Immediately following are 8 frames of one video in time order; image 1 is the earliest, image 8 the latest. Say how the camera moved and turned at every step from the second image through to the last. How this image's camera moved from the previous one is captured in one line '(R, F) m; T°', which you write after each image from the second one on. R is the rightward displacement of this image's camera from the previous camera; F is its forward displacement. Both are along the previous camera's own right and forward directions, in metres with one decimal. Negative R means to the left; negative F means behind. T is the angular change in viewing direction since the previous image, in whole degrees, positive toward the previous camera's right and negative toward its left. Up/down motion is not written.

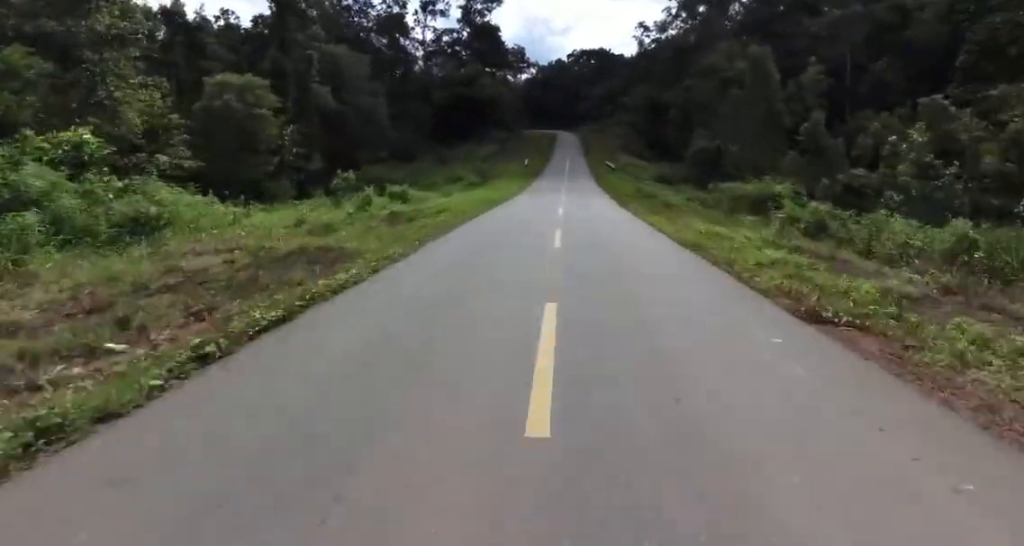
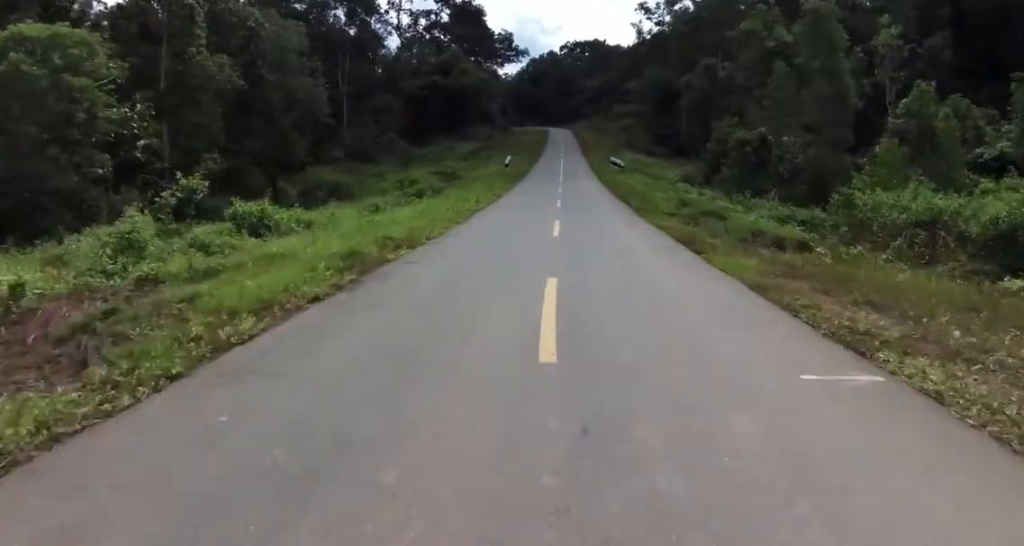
(0.0, +15.9) m; +2°
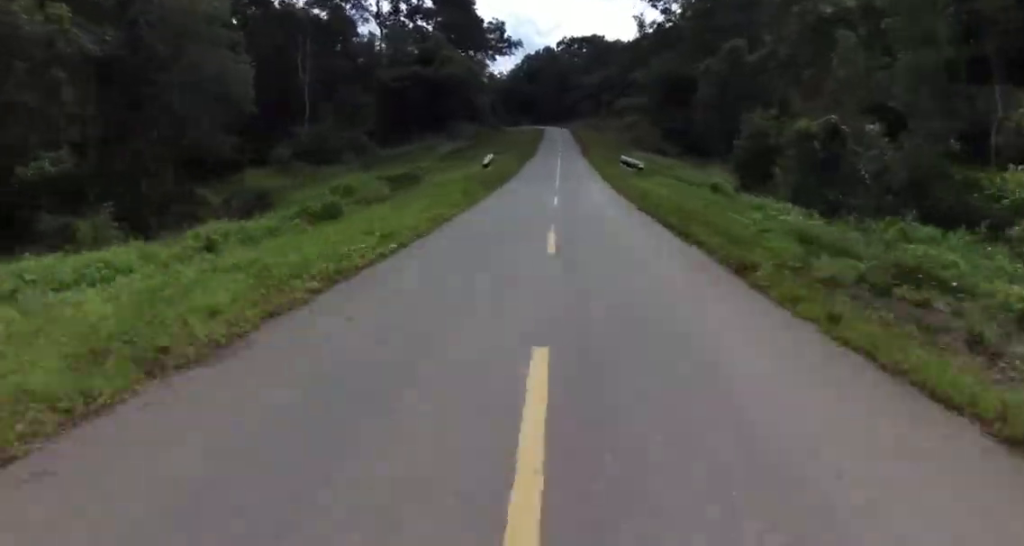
(+0.8, +11.8) m; 0°
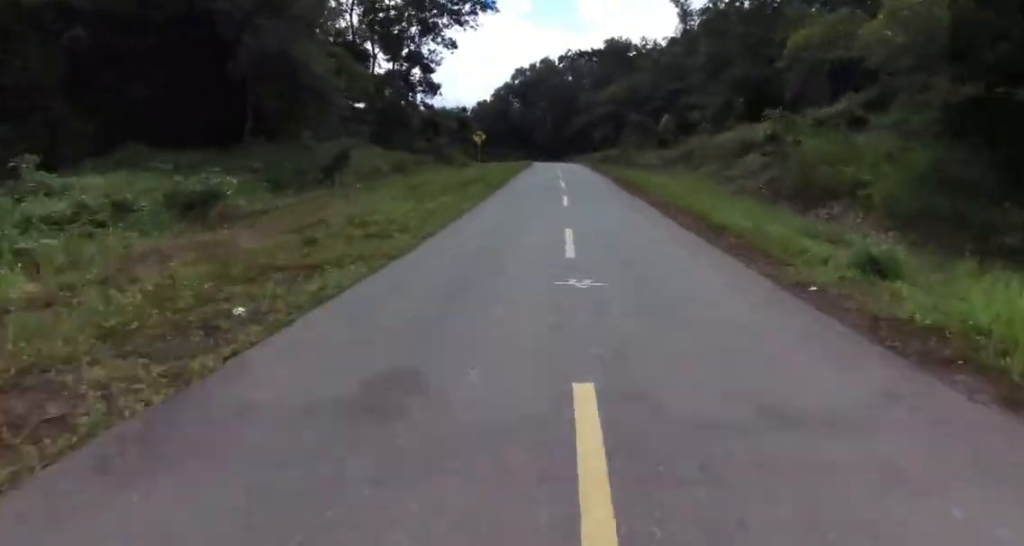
(+0.3, +62.8) m; 0°
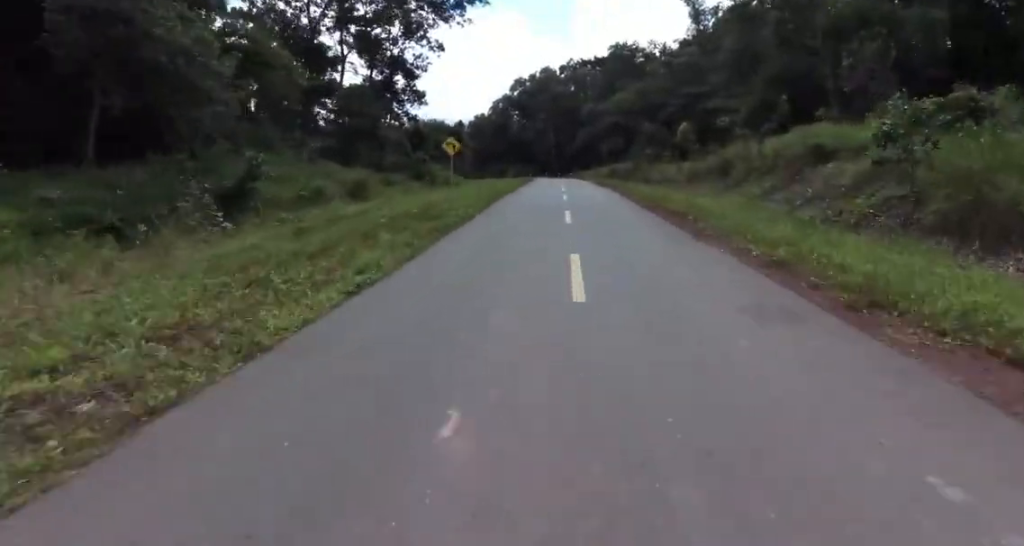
(-0.2, +10.8) m; -1°
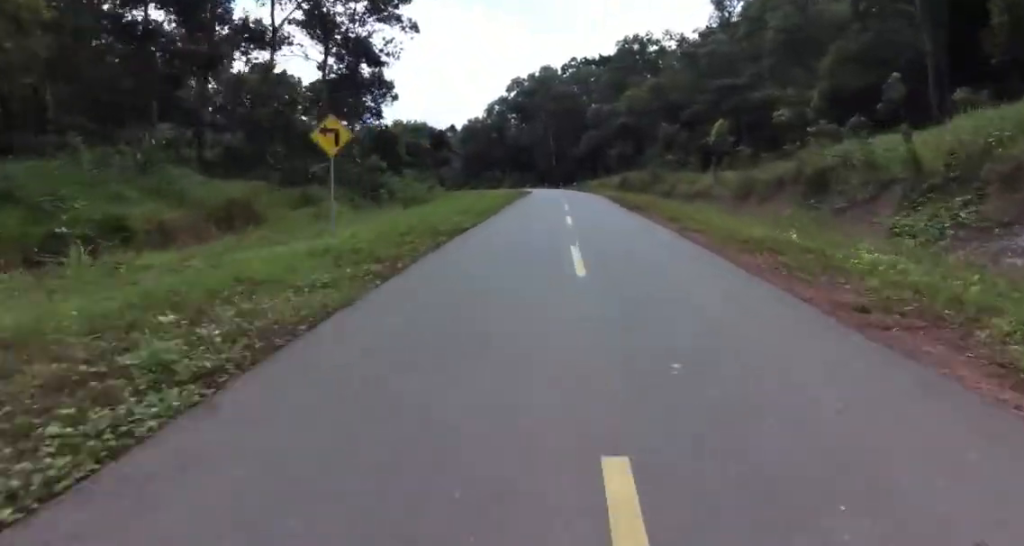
(0.0, +15.2) m; -1°
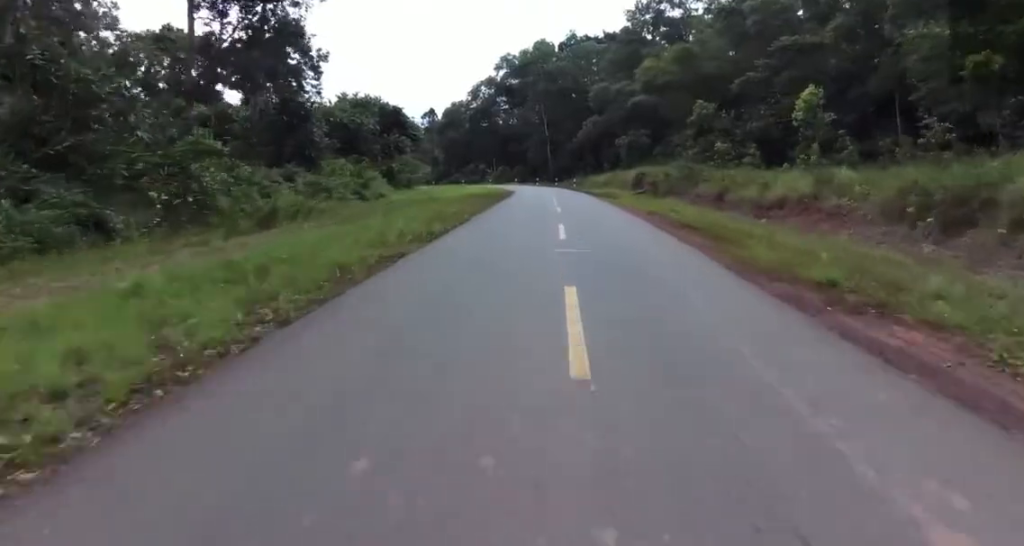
(-0.3, +21.3) m; -1°
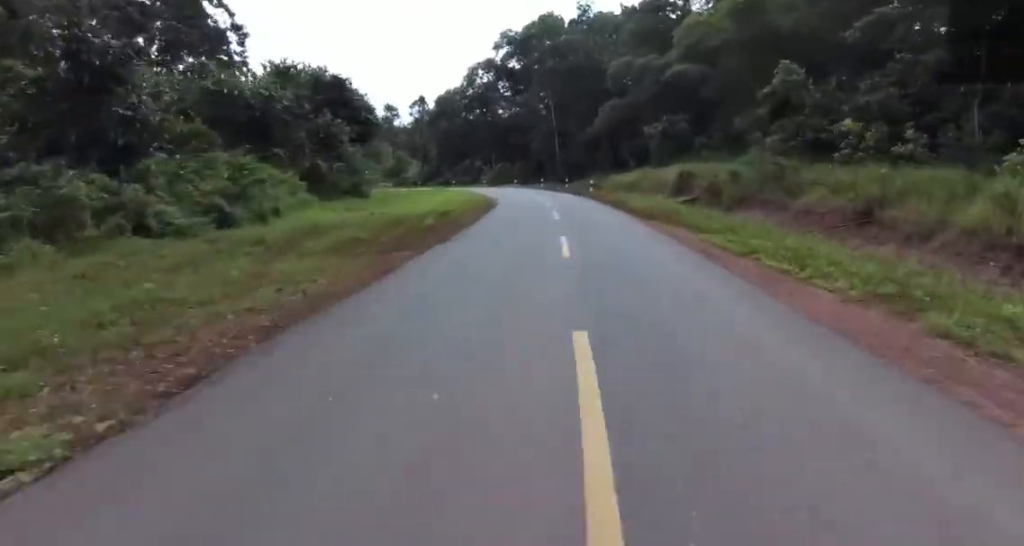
(-0.1, +18.3) m; -2°
